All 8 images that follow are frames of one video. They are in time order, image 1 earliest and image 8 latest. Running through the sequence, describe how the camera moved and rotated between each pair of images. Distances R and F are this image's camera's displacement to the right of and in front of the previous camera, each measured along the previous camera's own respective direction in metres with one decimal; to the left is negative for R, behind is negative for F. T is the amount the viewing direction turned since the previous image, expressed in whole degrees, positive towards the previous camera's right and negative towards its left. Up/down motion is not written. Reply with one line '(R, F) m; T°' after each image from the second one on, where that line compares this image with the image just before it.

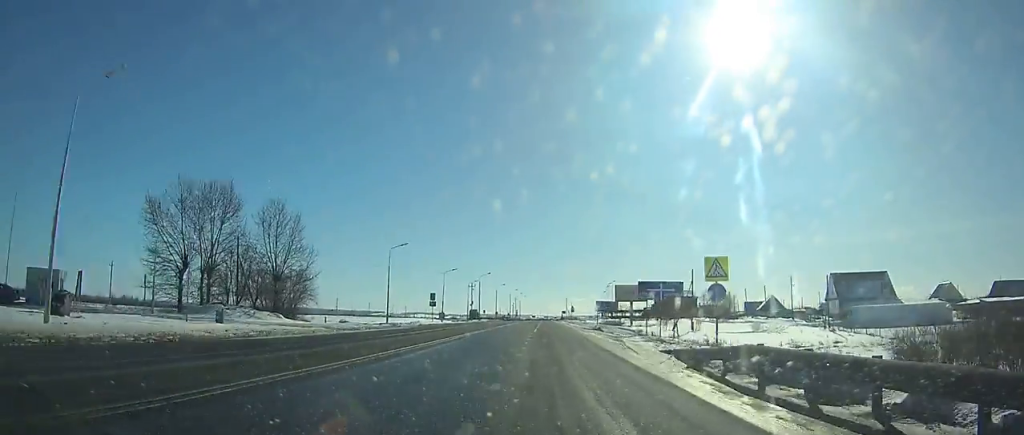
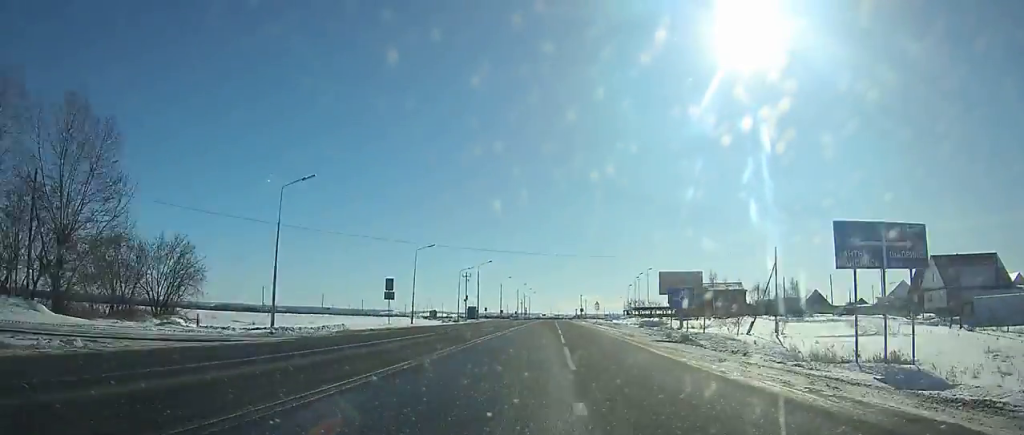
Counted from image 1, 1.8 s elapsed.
(-0.4, +31.0) m; -1°
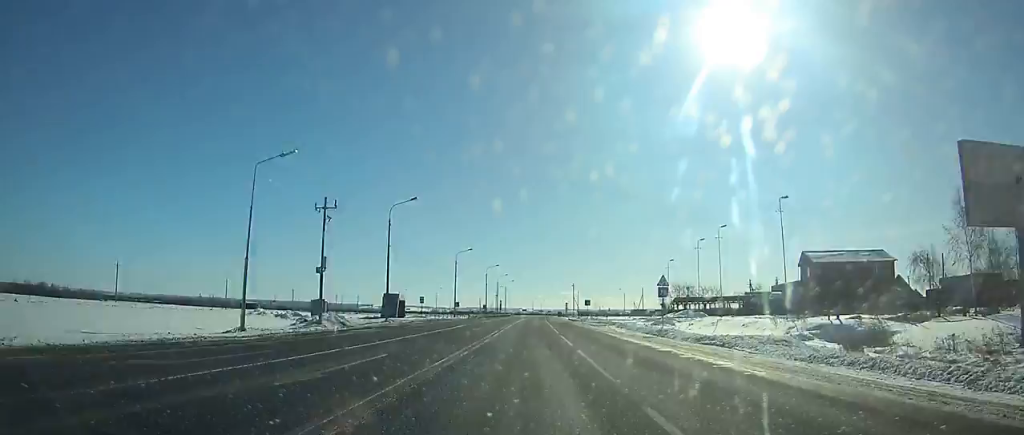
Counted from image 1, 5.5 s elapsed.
(+0.4, +62.8) m; +1°
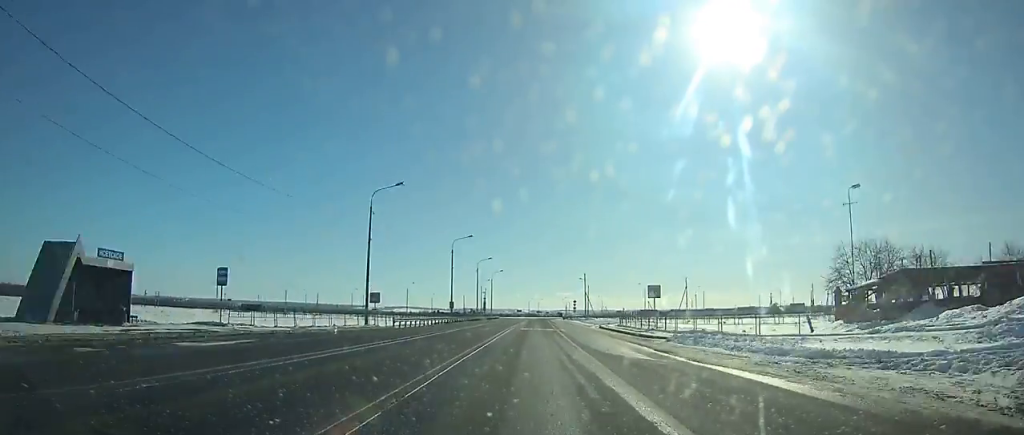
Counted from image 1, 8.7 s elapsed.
(+0.5, +53.6) m; +1°
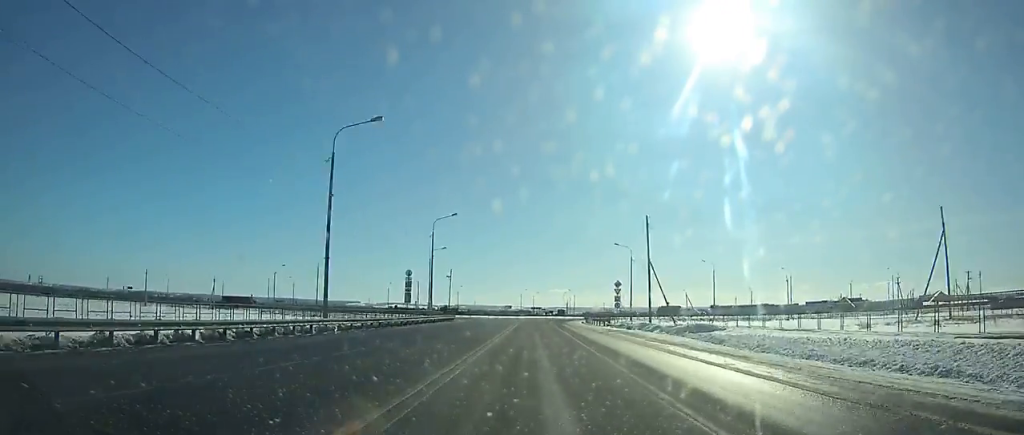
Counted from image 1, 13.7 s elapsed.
(+0.5, +80.4) m; +1°
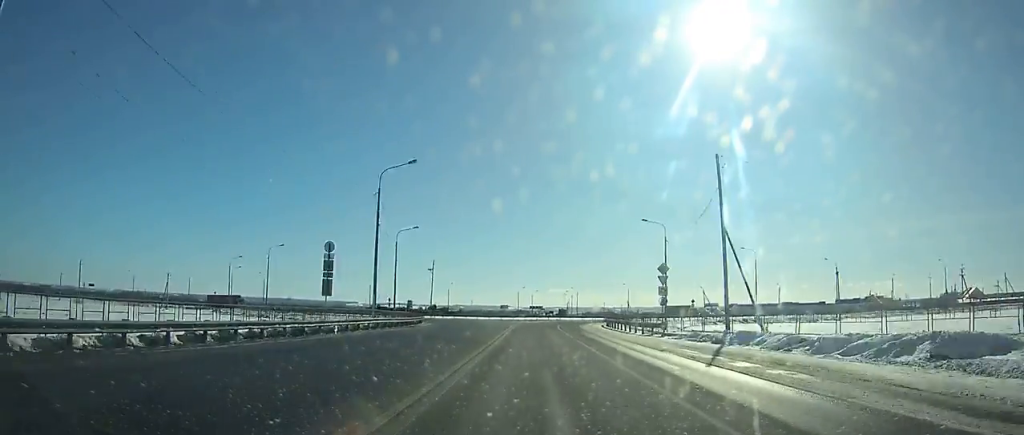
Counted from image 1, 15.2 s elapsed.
(0.0, +21.8) m; 0°
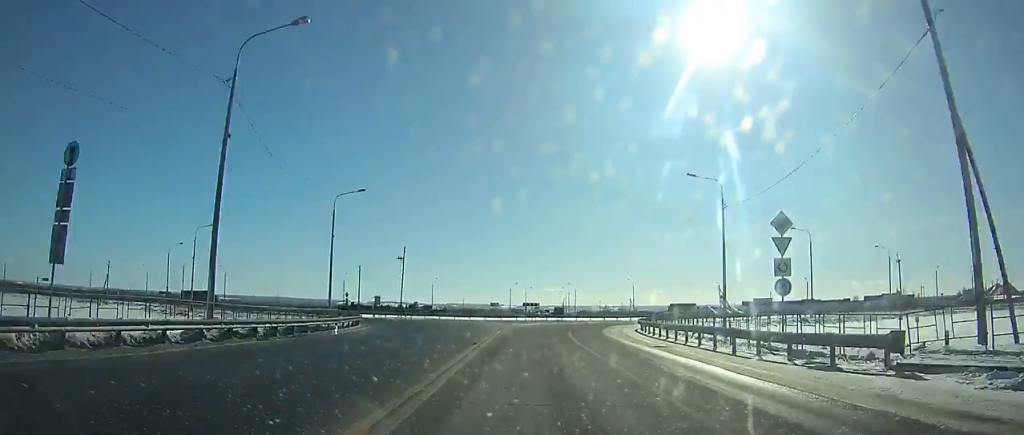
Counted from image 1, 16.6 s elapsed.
(-0.2, +20.3) m; 0°
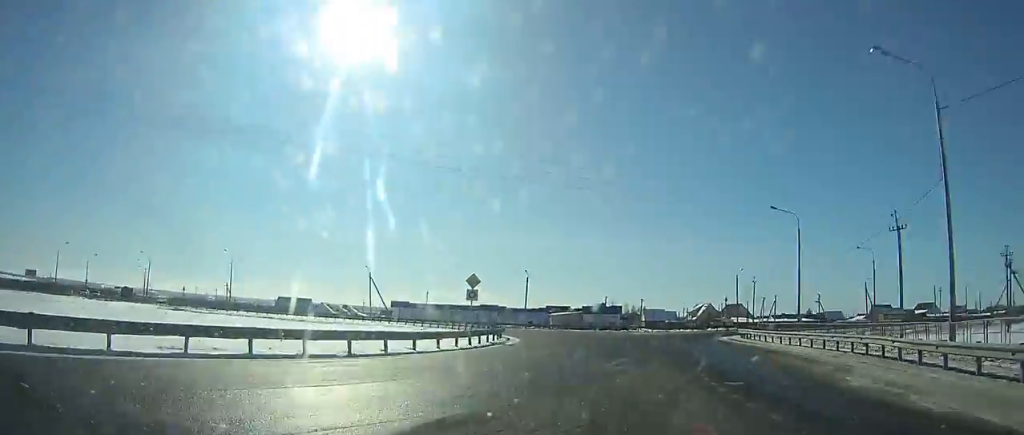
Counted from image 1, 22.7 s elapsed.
(+12.4, +70.7) m; +30°
